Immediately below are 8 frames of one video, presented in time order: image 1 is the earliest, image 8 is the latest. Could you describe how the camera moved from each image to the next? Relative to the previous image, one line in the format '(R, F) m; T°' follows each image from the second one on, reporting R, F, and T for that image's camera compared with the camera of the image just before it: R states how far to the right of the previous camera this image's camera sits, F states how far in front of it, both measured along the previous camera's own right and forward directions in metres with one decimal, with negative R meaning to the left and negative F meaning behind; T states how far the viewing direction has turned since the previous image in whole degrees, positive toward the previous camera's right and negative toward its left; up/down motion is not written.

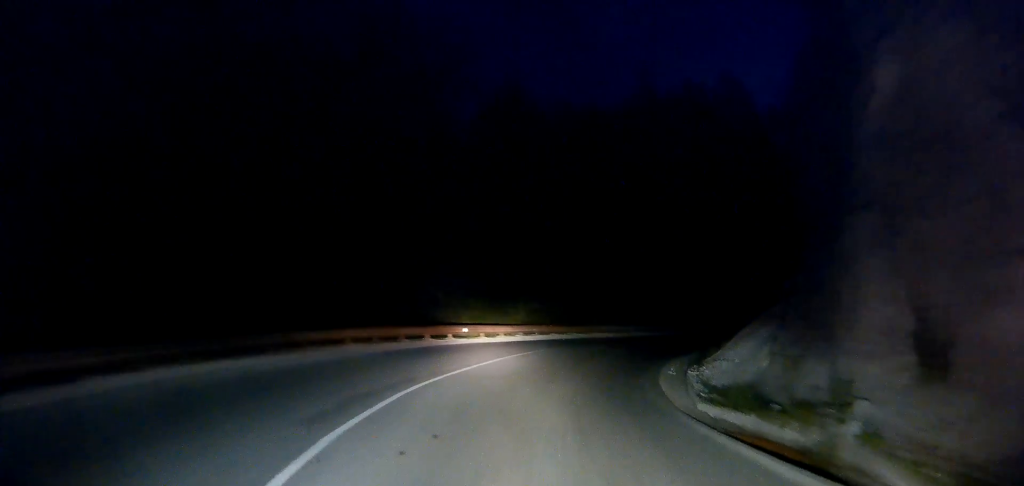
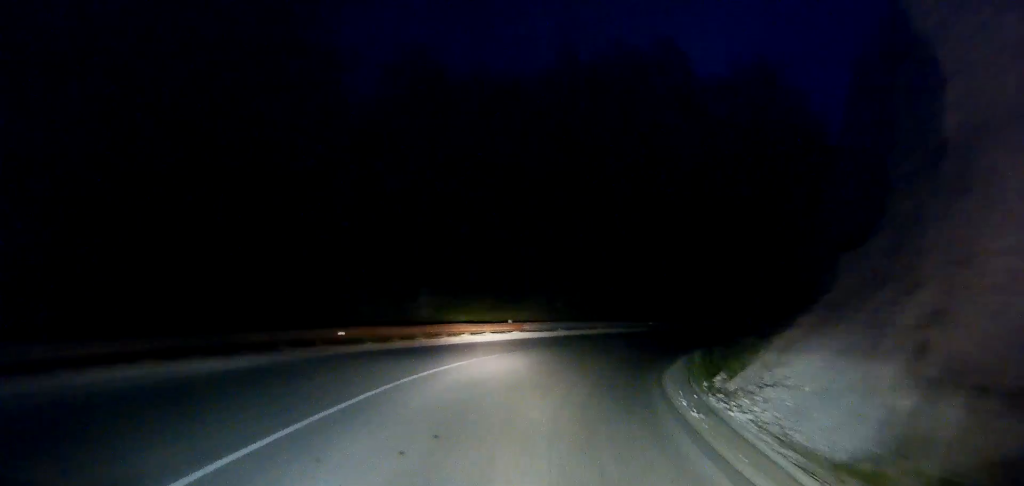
(+0.5, +9.9) m; +7°
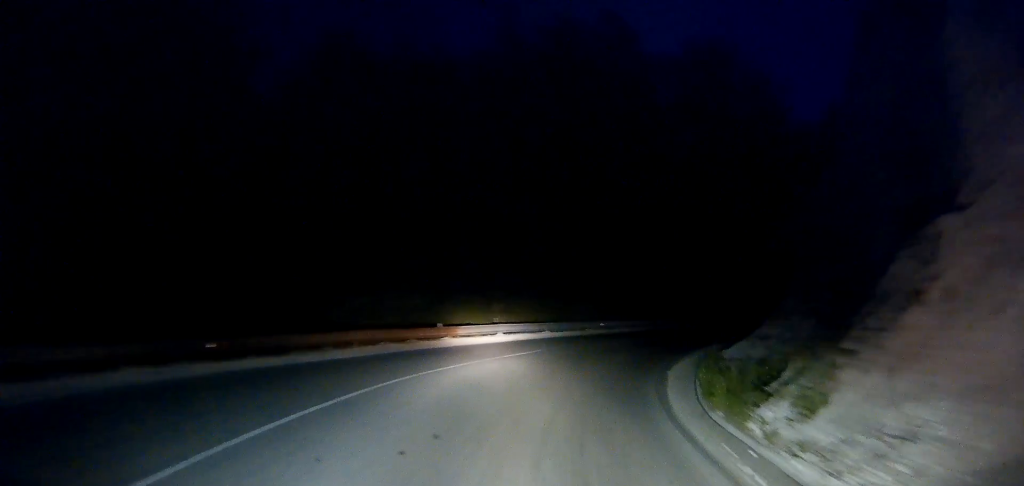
(+0.4, +6.2) m; +4°
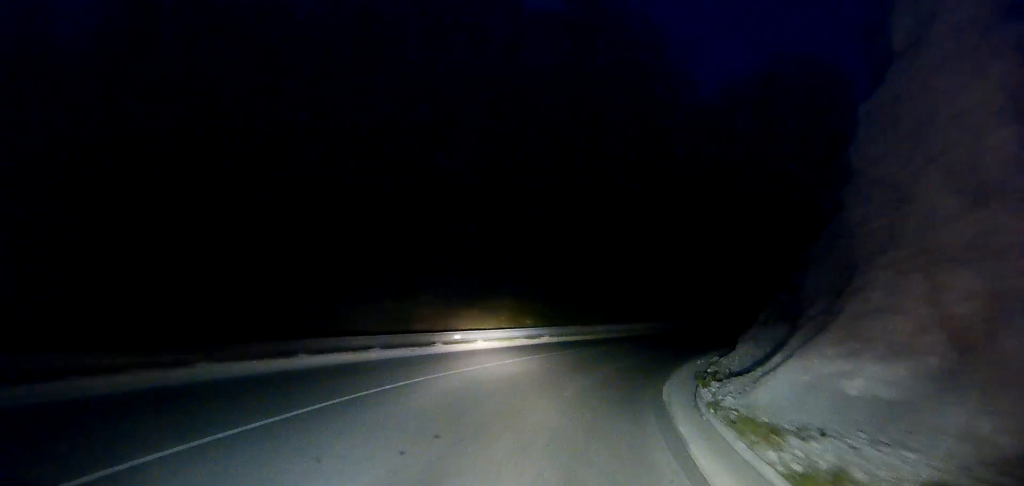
(+0.7, +13.1) m; +6°
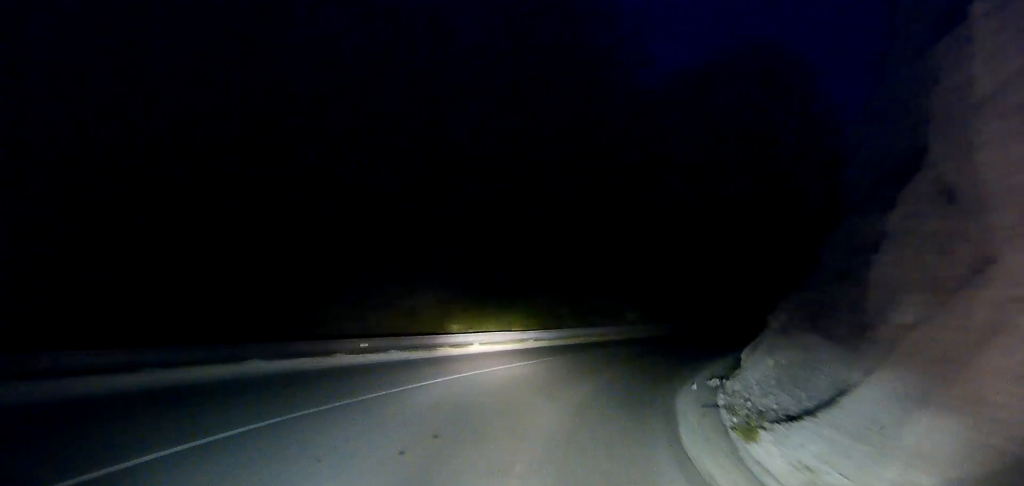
(+0.2, +6.3) m; +3°
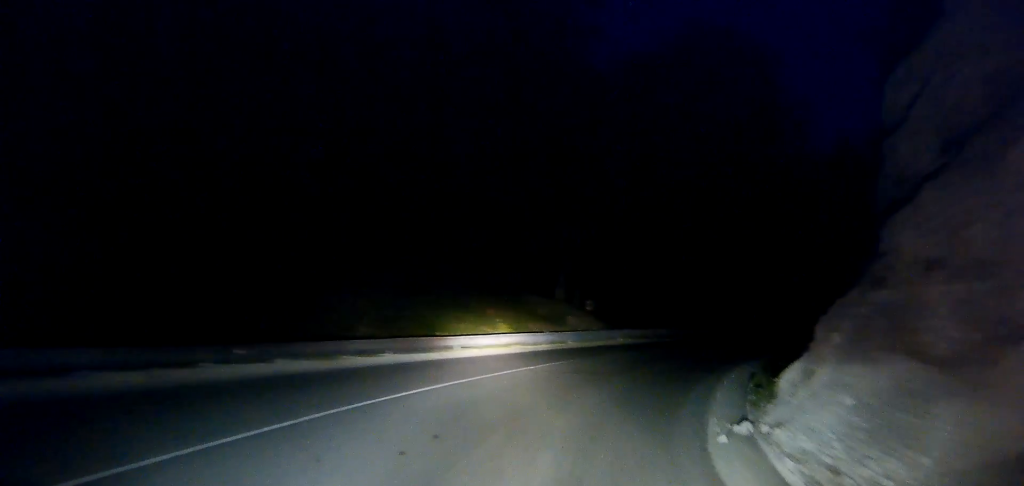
(+0.1, +5.9) m; +3°
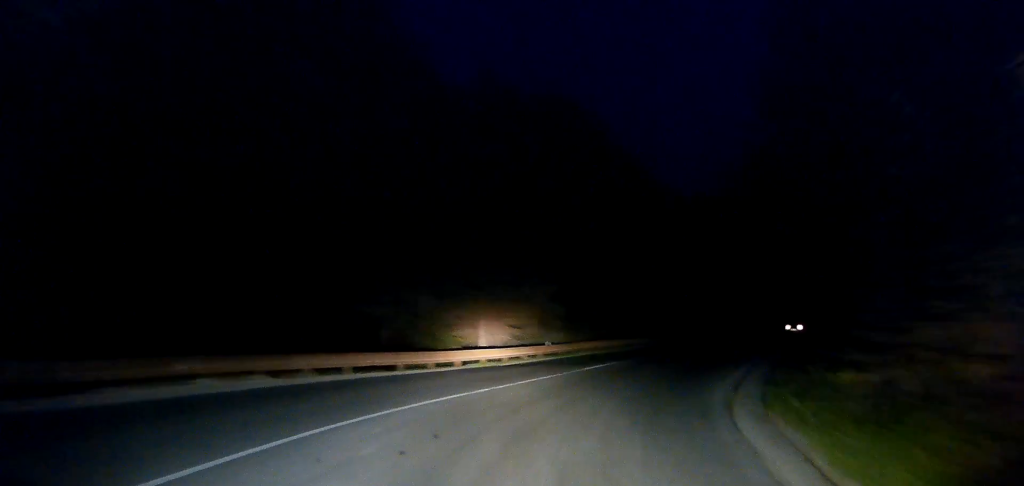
(+12.8, +30.8) m; +50°
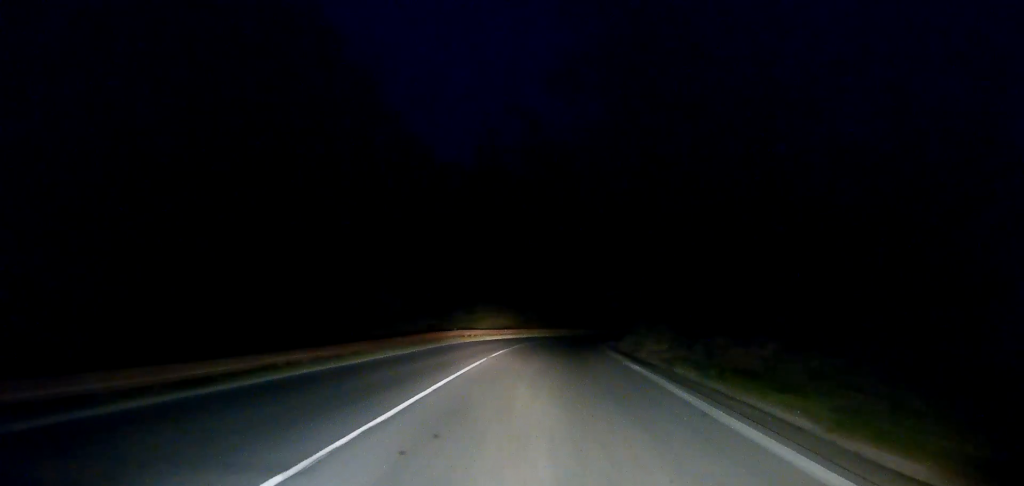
(+5.1, +20.0) m; +24°
